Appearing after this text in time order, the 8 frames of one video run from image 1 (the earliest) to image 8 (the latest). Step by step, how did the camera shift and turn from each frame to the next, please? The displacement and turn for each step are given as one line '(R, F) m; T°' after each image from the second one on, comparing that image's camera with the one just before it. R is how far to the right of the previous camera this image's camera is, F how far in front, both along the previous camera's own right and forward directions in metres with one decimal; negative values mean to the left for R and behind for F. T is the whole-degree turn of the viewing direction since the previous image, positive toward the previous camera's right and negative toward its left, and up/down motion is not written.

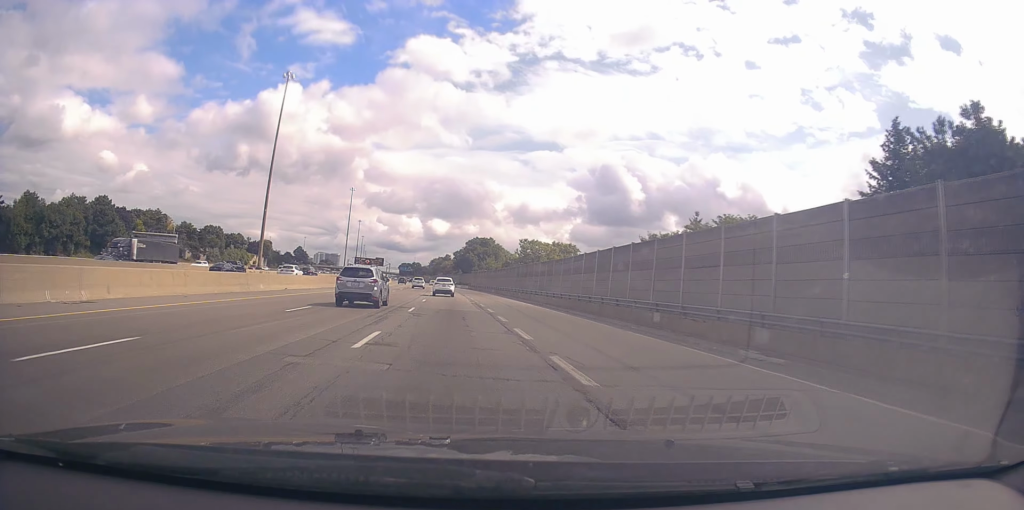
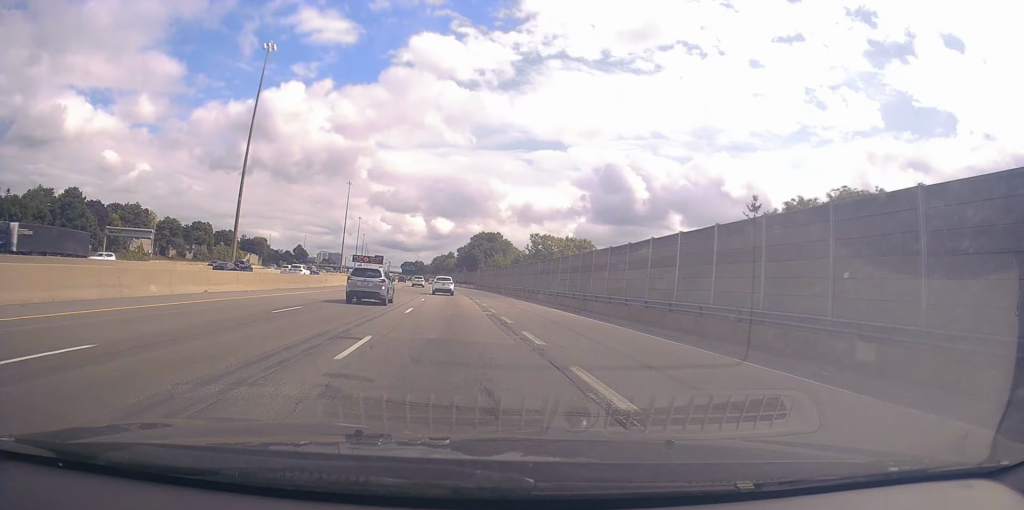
(-0.2, +13.9) m; 0°
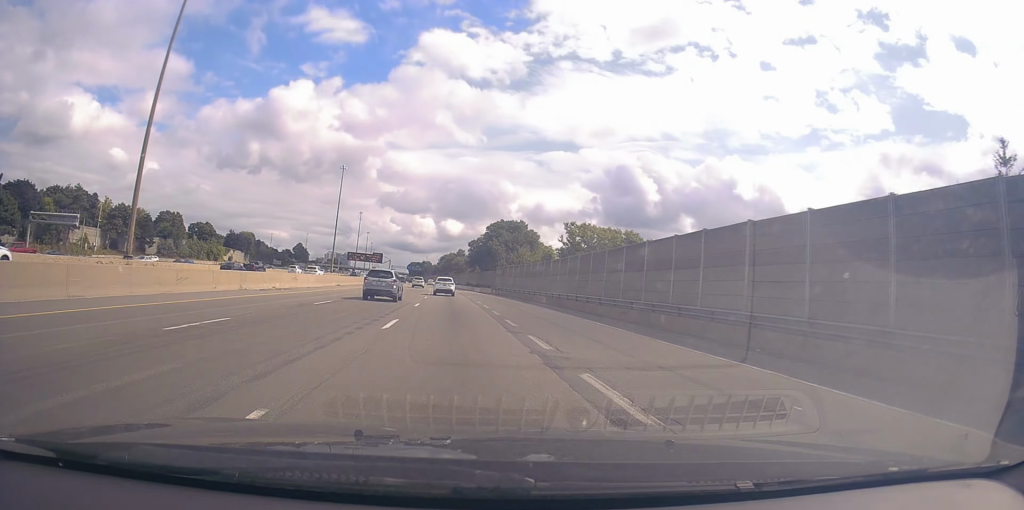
(-0.4, +31.6) m; -1°
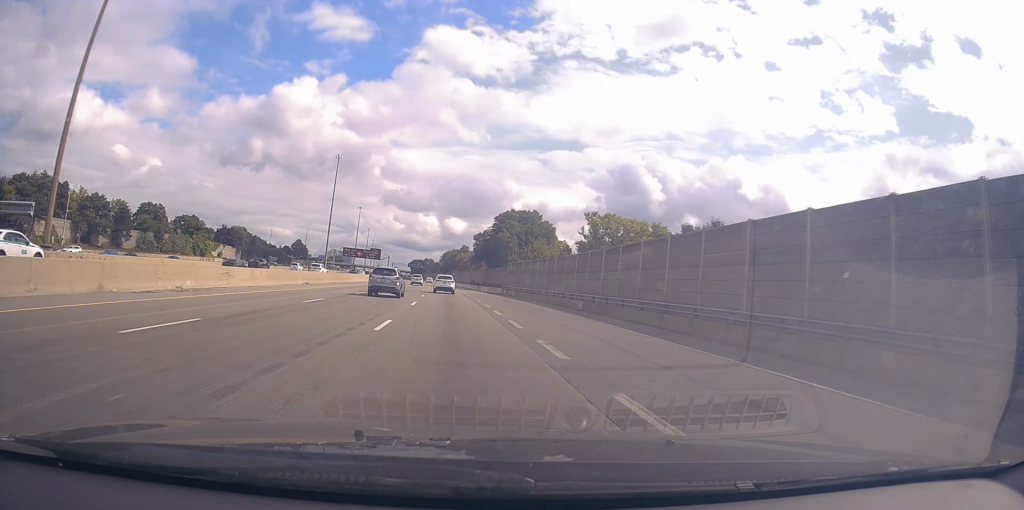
(+0.1, +13.9) m; -1°
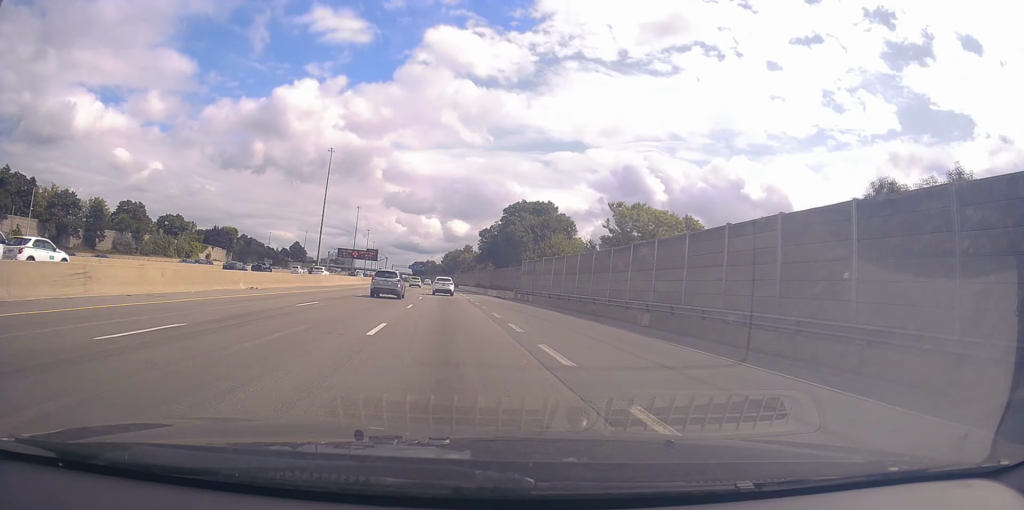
(-0.2, +13.1) m; -1°
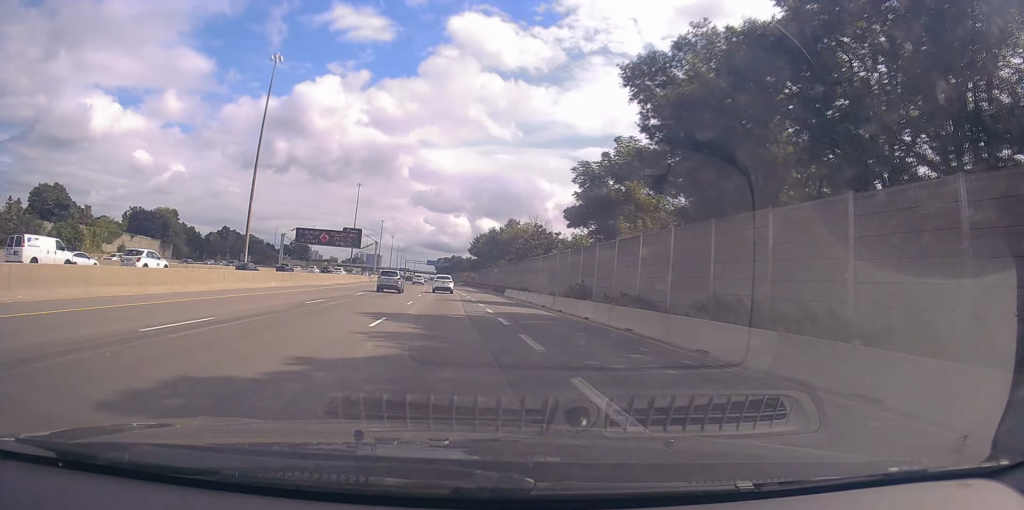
(-0.9, +72.3) m; -3°
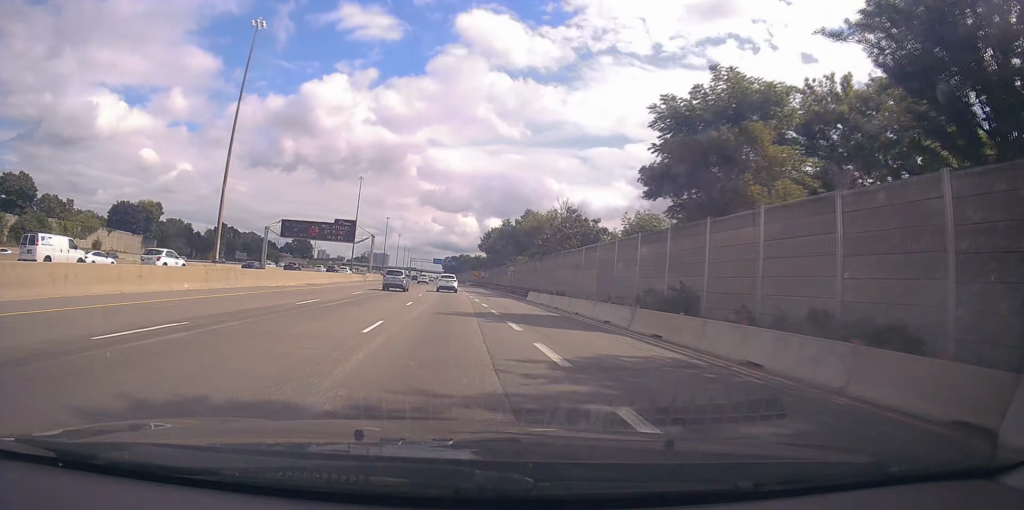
(-0.5, +14.3) m; -1°
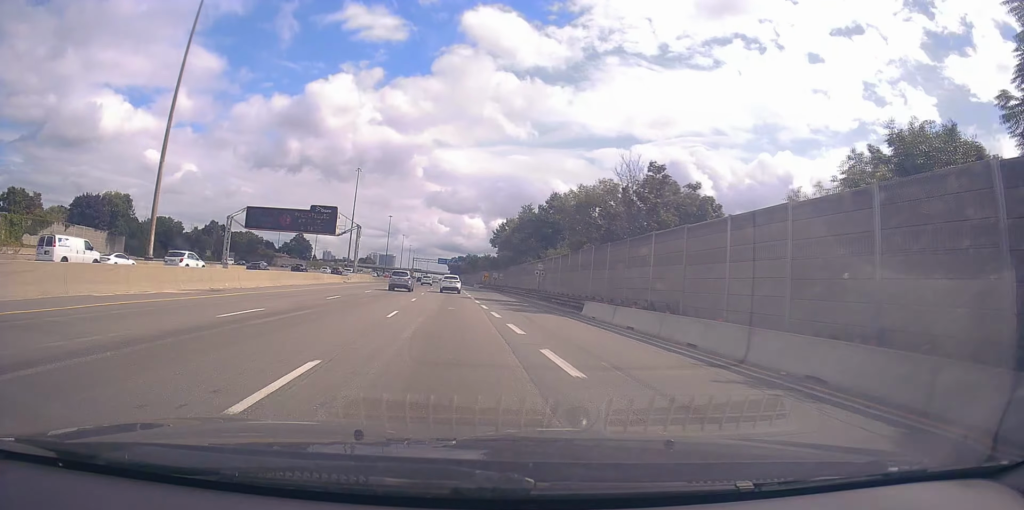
(-0.3, +19.9) m; -1°
